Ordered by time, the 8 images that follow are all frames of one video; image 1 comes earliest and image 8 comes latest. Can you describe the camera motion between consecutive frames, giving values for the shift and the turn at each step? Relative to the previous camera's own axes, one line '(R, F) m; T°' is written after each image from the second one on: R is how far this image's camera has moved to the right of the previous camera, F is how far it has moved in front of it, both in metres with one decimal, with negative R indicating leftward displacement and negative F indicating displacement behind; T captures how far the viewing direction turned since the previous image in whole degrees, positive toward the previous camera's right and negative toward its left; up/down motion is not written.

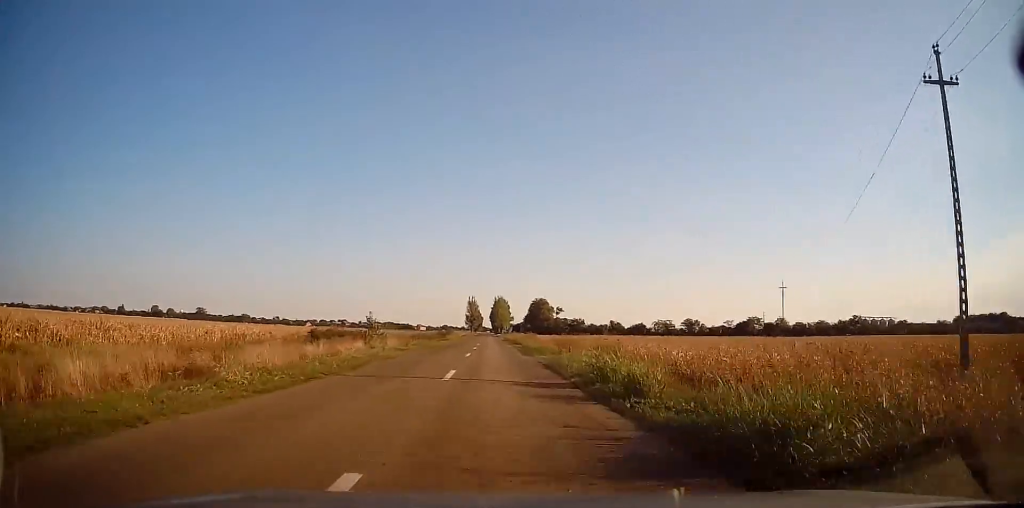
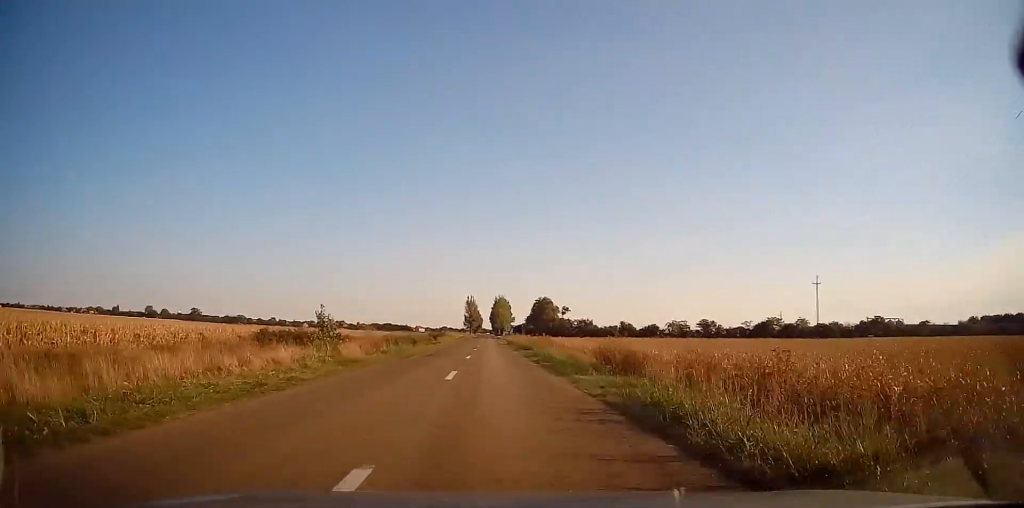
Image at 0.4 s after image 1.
(0.0, +11.7) m; 0°
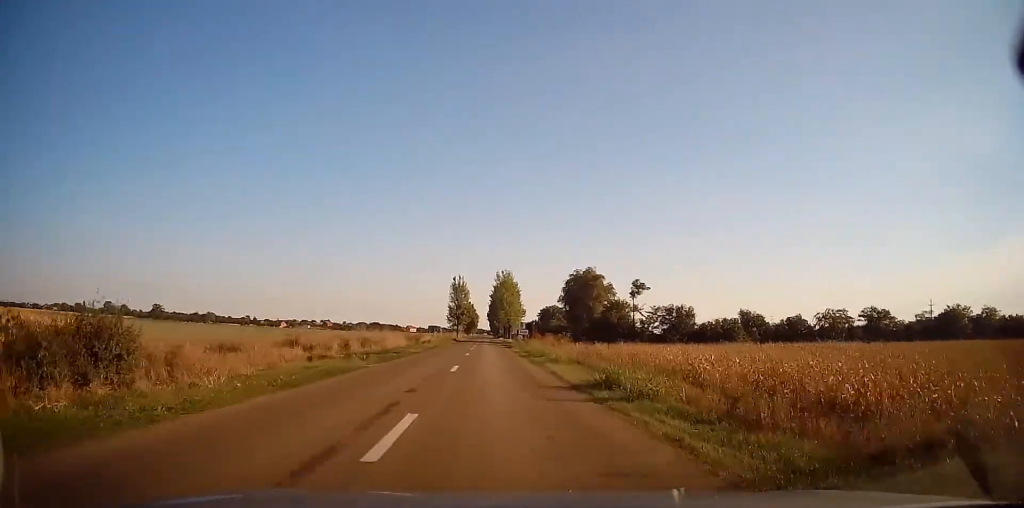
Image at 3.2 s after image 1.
(+0.1, +68.7) m; 0°
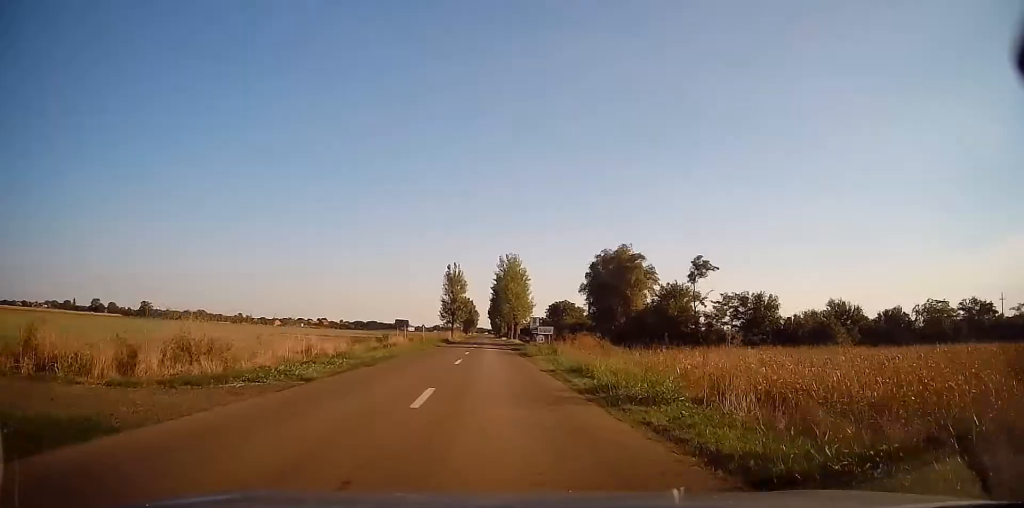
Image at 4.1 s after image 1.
(0.0, +21.0) m; +1°
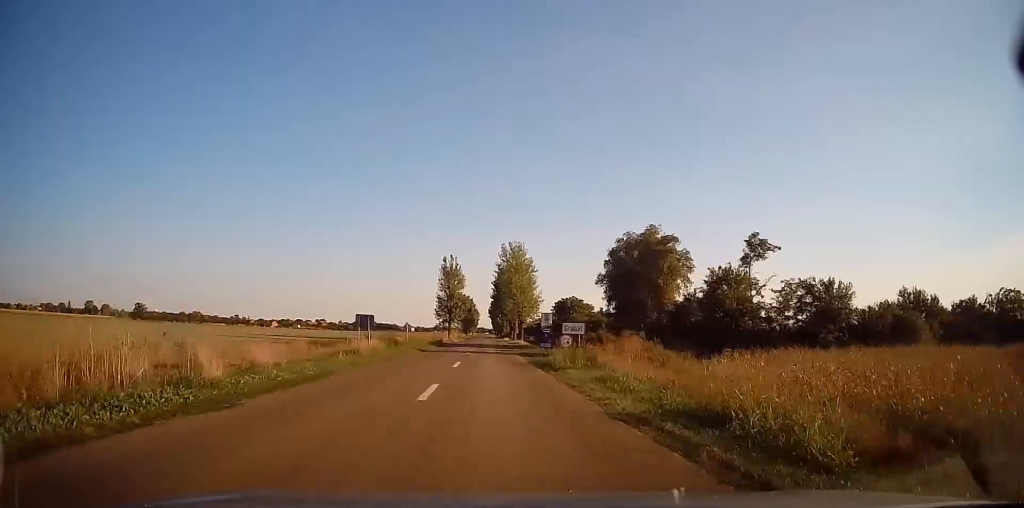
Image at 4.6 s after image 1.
(0.0, +10.9) m; +1°
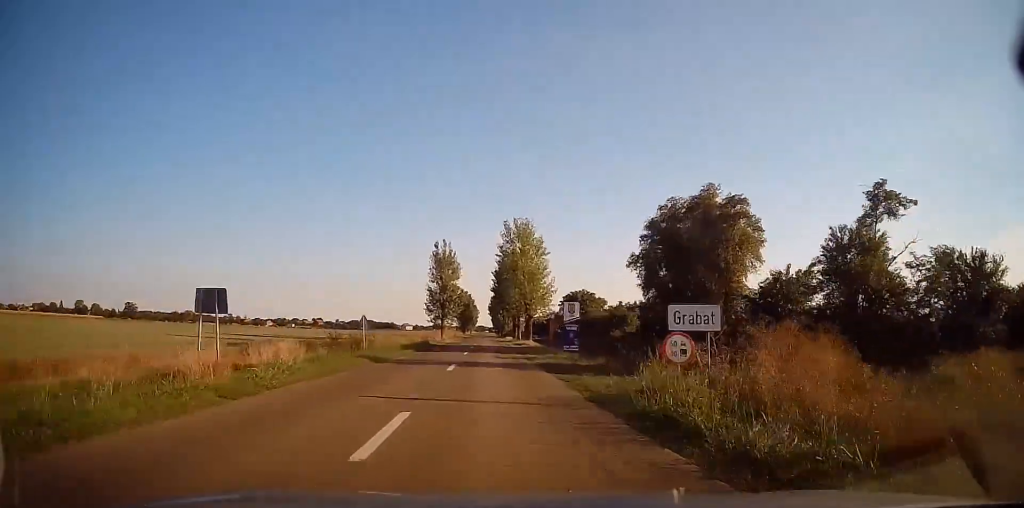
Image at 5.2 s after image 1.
(+0.2, +14.2) m; 0°
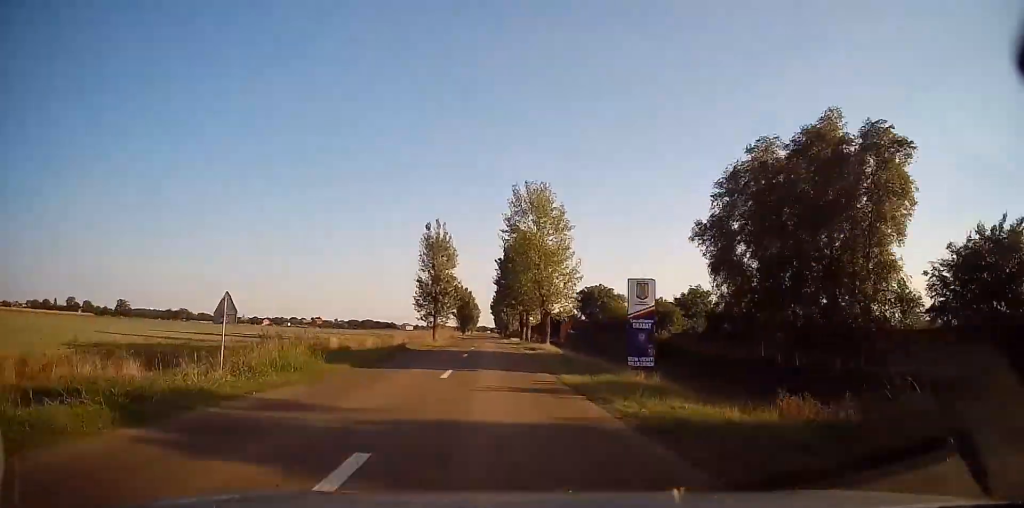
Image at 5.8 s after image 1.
(0.0, +14.7) m; -1°
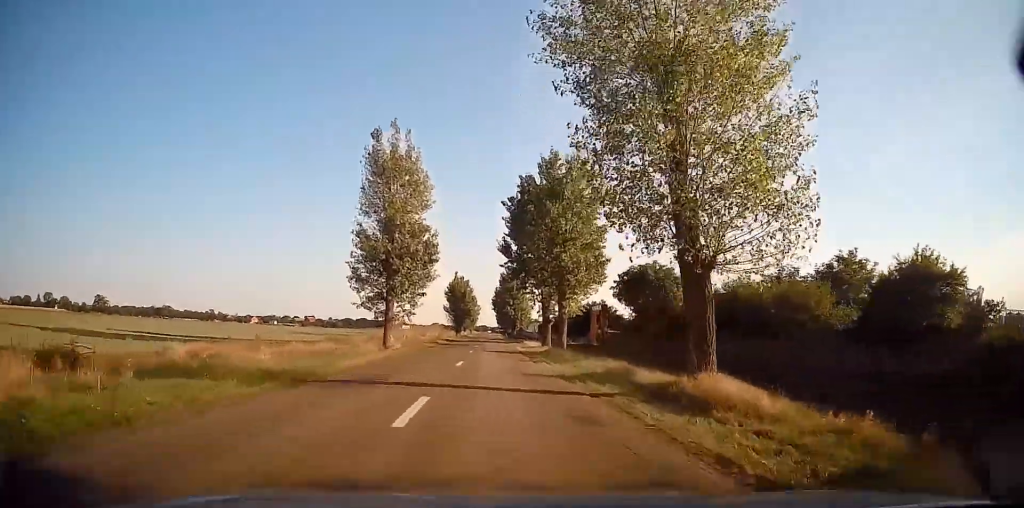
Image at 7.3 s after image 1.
(-0.5, +31.7) m; 0°
